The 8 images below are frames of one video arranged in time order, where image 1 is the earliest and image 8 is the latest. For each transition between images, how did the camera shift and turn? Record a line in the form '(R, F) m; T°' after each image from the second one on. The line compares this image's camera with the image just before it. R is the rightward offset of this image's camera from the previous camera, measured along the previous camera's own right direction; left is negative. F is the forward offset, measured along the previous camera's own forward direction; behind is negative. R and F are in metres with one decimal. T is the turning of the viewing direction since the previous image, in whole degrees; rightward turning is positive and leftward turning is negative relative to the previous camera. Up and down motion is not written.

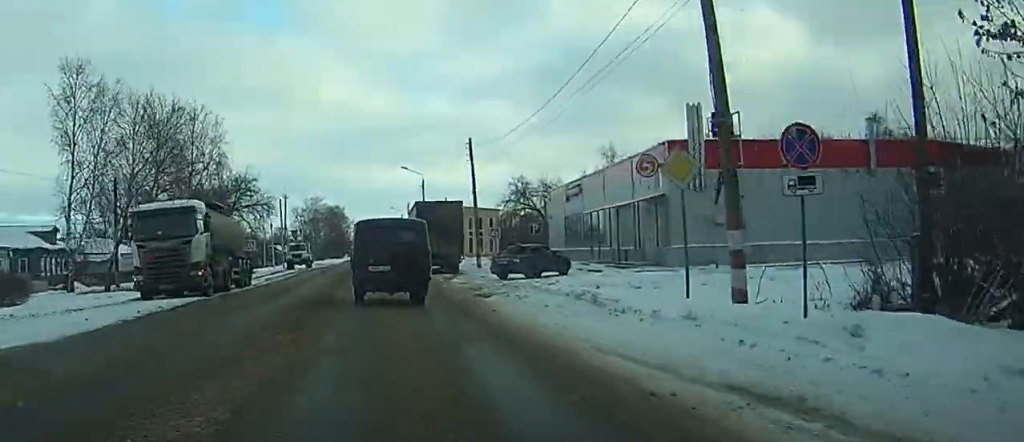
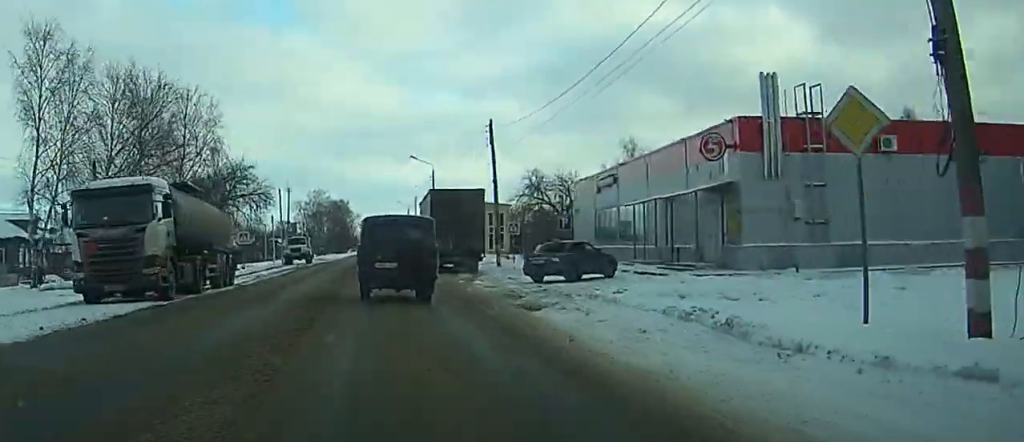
(+0.2, +7.7) m; +1°
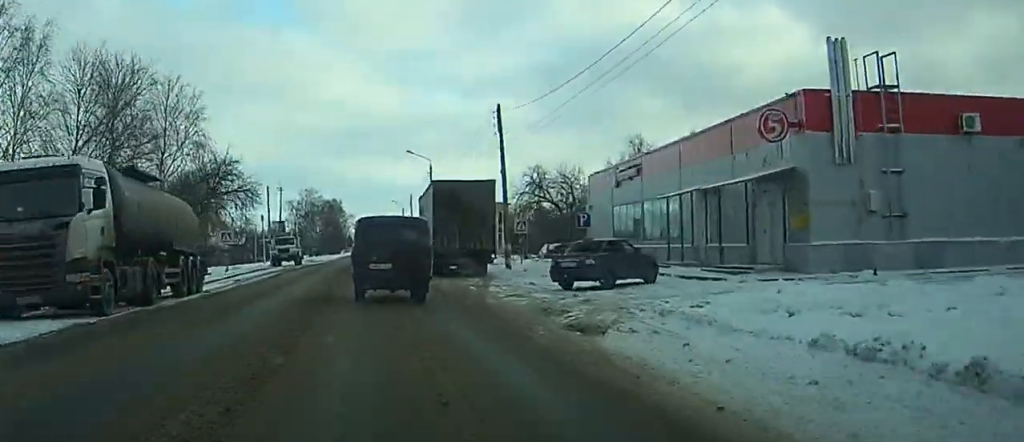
(+0.1, +6.2) m; +1°
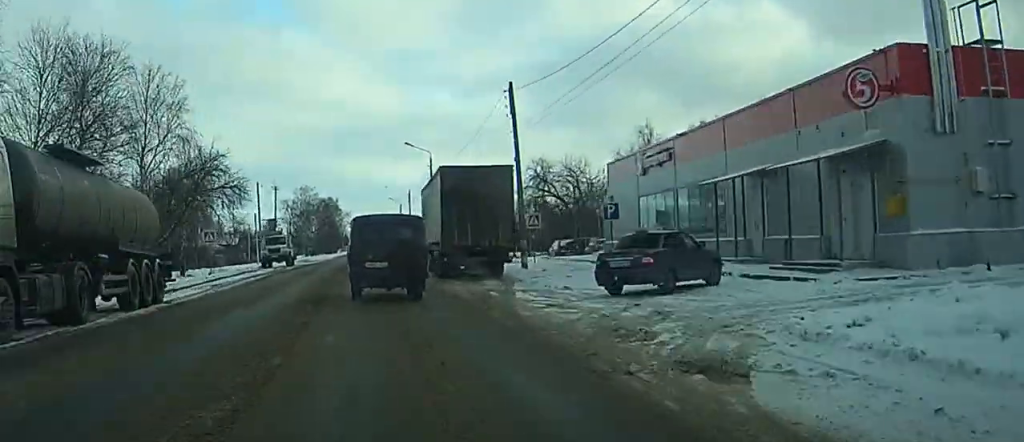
(0.0, +6.1) m; 0°
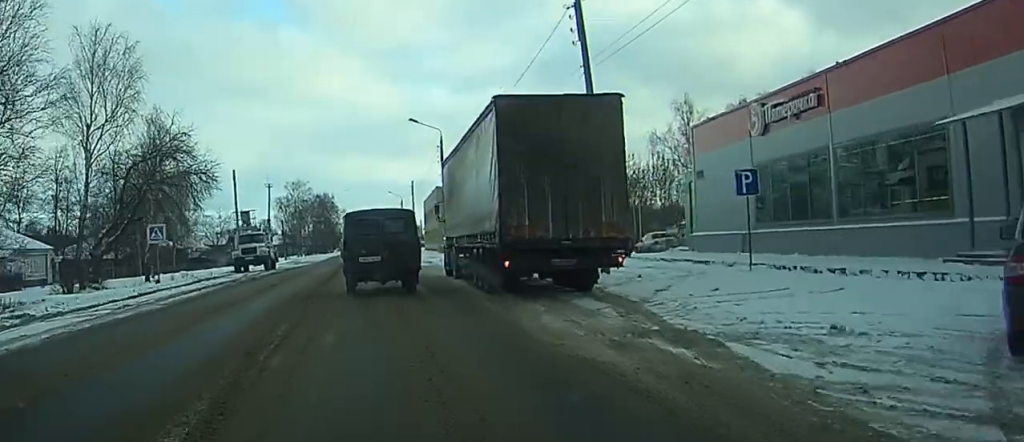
(-0.1, +15.5) m; -1°
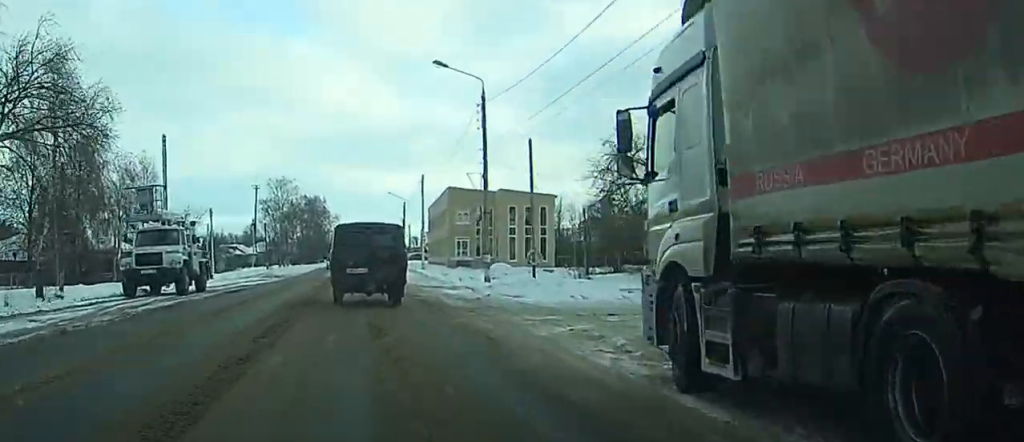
(-0.4, +25.3) m; -1°
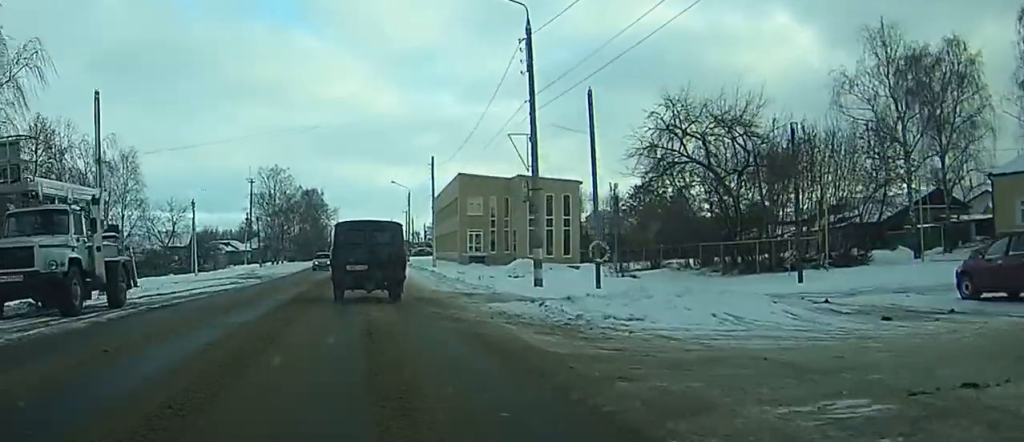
(+0.1, +11.8) m; +1°
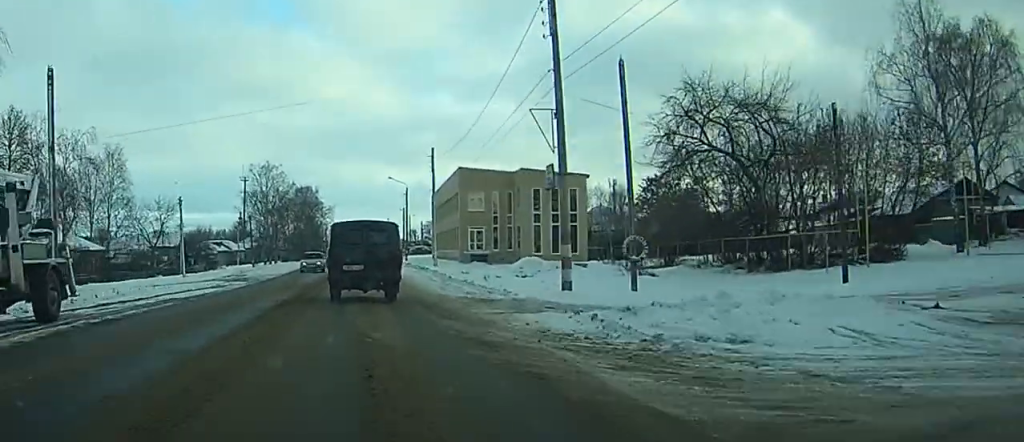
(0.0, +4.7) m; 0°
